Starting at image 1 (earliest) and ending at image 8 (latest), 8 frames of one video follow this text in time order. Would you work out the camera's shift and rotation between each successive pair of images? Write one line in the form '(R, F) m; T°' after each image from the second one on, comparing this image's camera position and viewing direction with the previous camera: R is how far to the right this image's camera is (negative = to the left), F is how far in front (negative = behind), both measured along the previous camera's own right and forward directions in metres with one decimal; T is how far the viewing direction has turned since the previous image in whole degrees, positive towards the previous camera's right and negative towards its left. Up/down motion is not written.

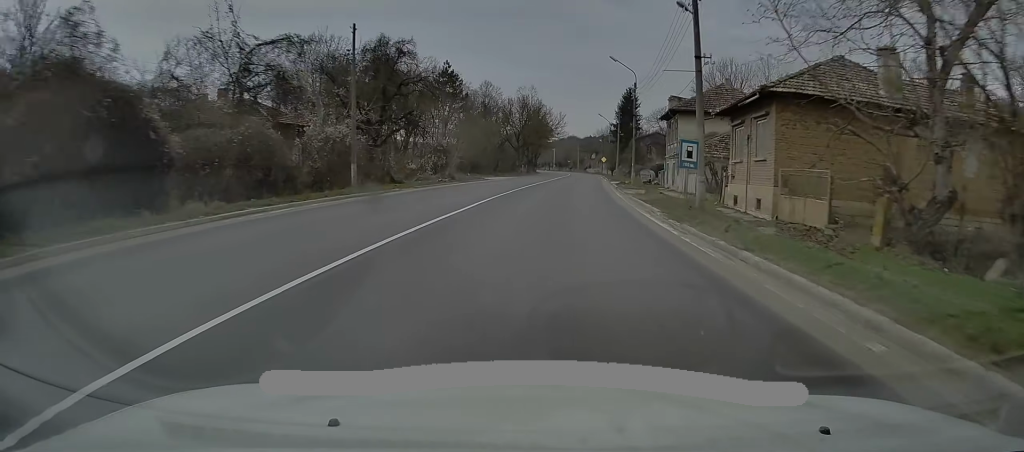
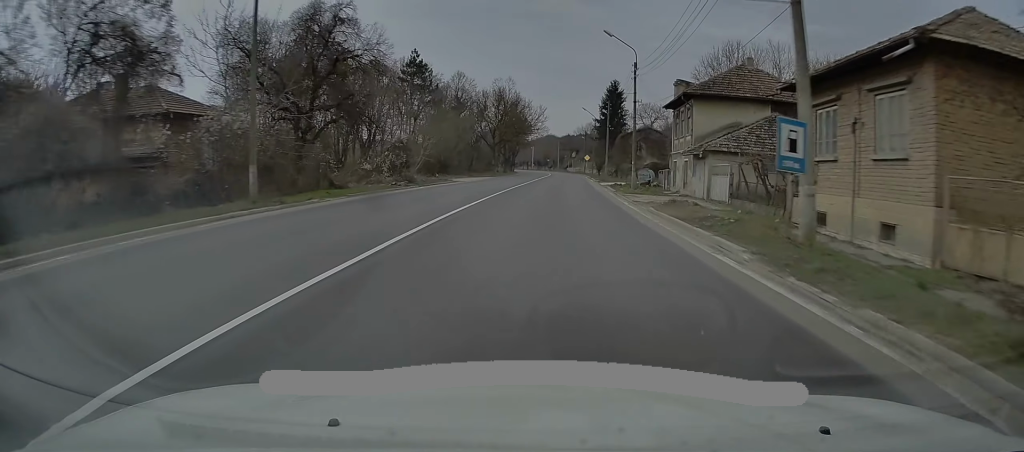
(+0.2, +9.1) m; +1°
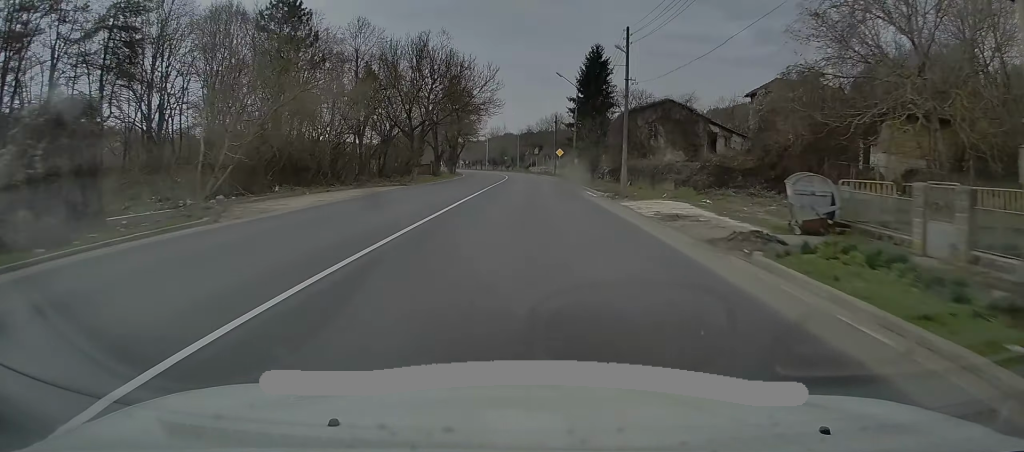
(+1.6, +34.1) m; +4°
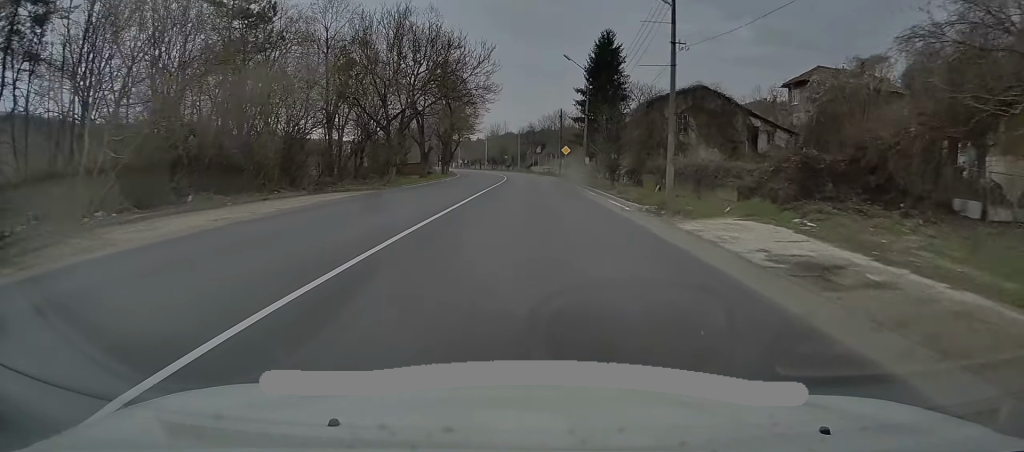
(0.0, +9.2) m; 0°
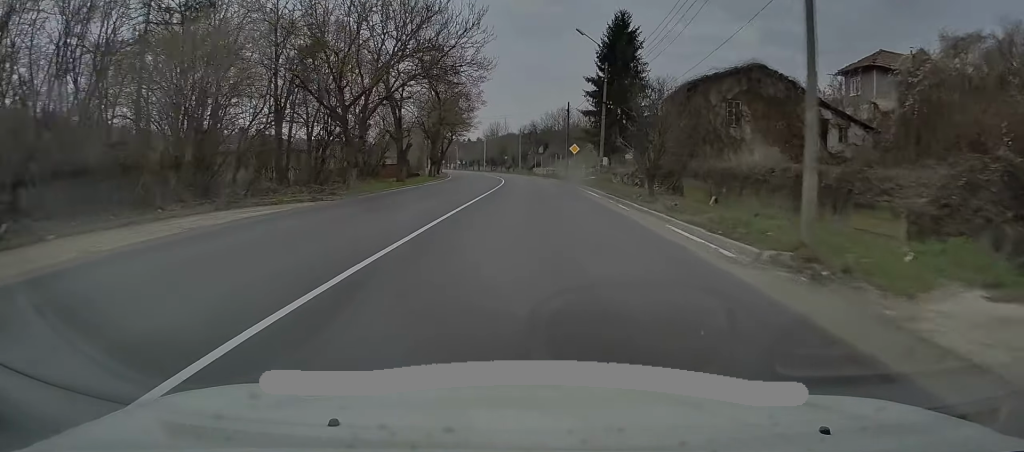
(-0.1, +10.3) m; 0°
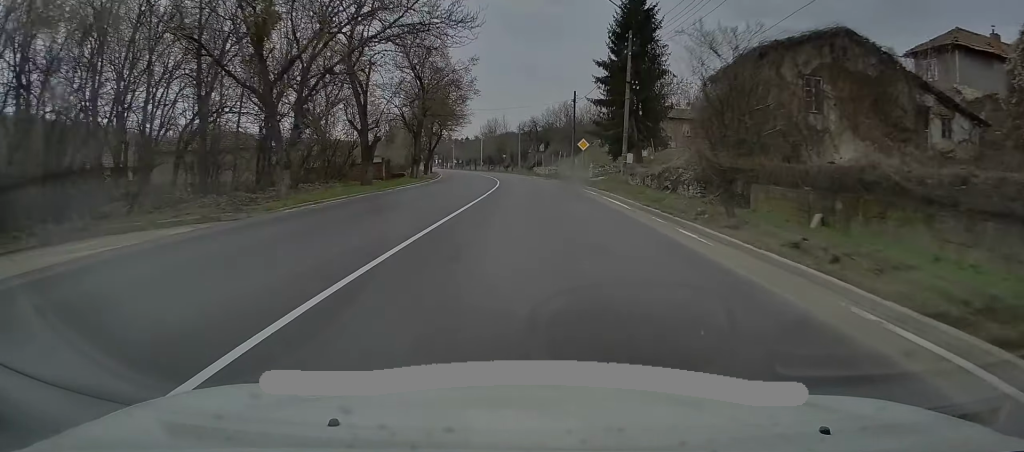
(+0.1, +9.3) m; 0°
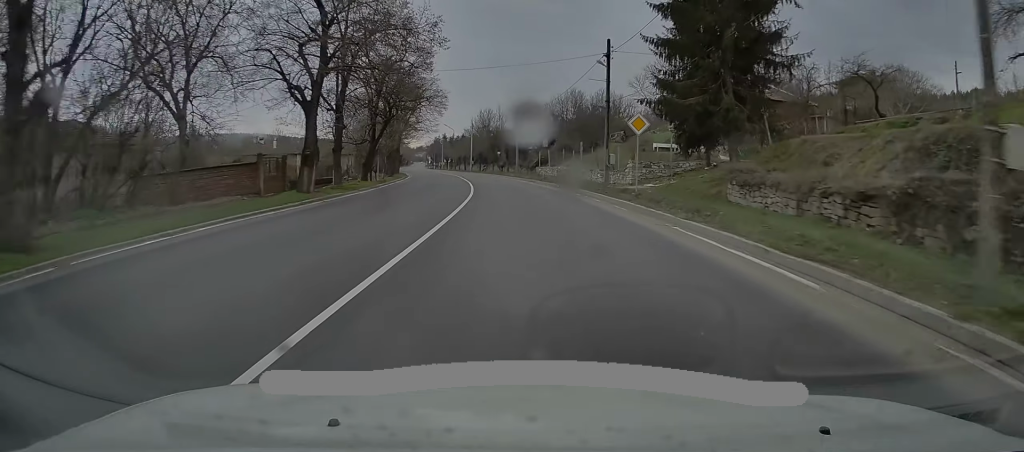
(+0.1, +24.9) m; 0°
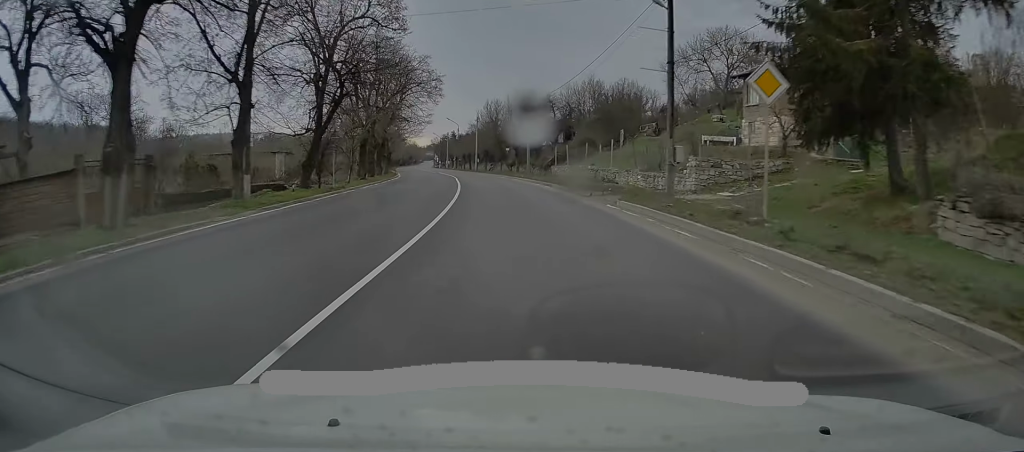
(0.0, +13.4) m; -1°
